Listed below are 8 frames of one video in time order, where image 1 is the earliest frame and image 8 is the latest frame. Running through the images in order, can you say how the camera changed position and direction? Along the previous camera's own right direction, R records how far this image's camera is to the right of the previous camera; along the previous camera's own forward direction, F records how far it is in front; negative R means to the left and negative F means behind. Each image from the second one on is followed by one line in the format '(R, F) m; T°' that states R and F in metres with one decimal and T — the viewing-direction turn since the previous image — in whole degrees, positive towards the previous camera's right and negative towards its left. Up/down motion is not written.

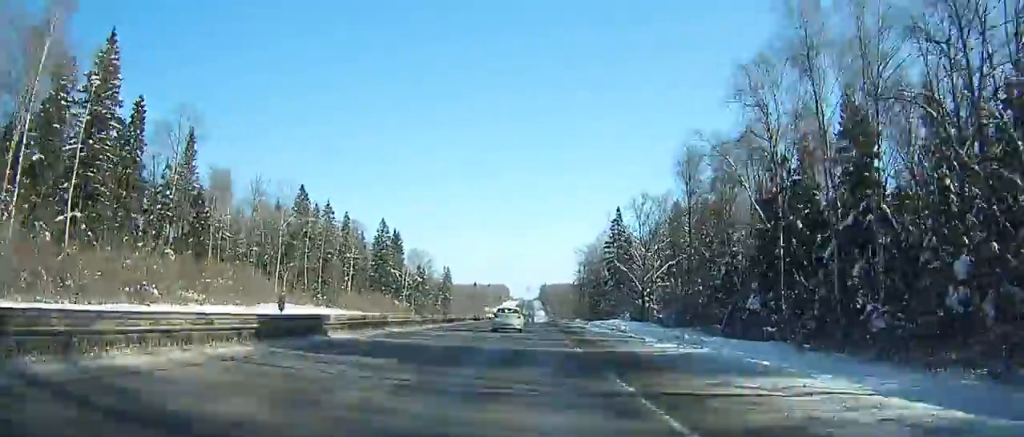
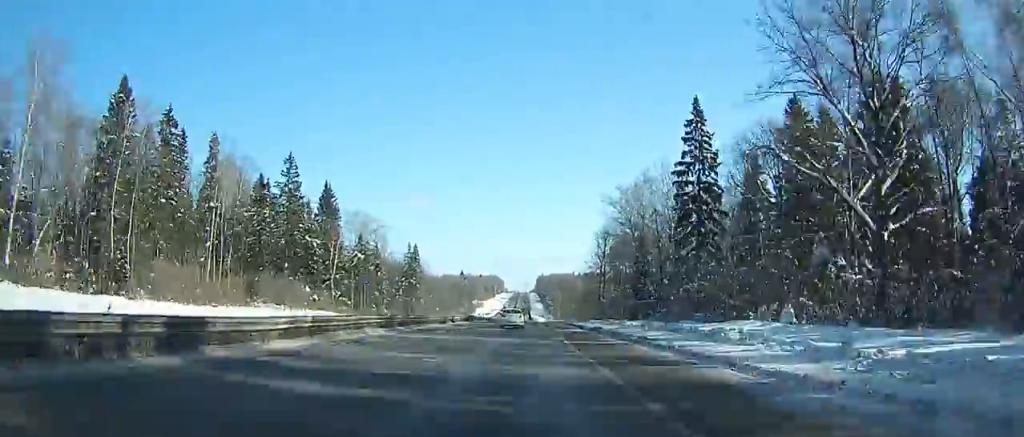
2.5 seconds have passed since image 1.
(-1.8, +73.8) m; -2°
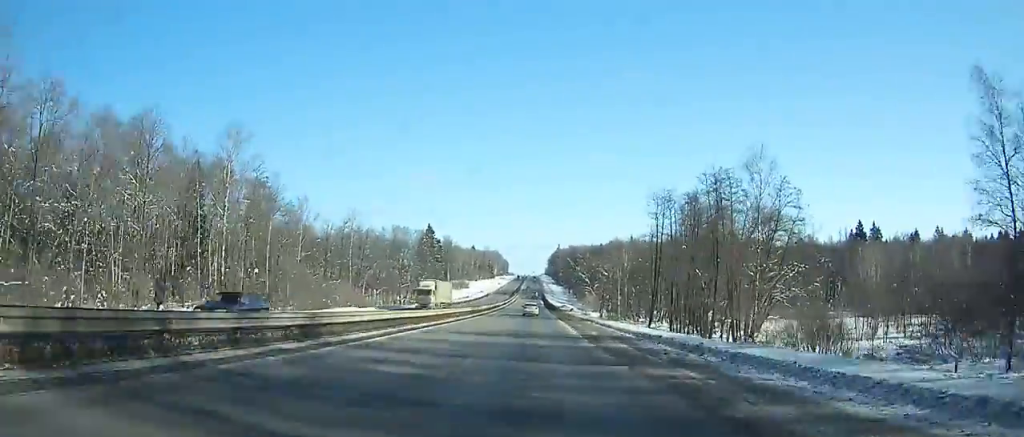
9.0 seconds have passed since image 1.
(-1.1, +181.7) m; -1°
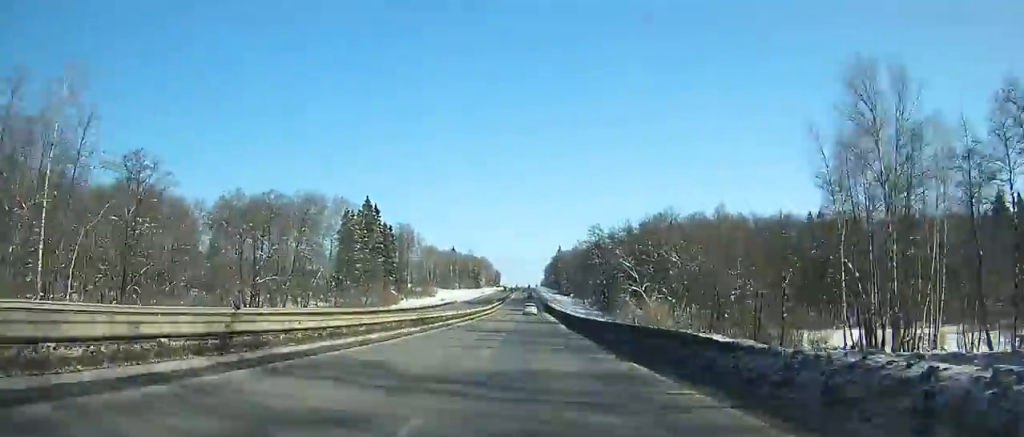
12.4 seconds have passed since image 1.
(-1.0, +90.8) m; 0°
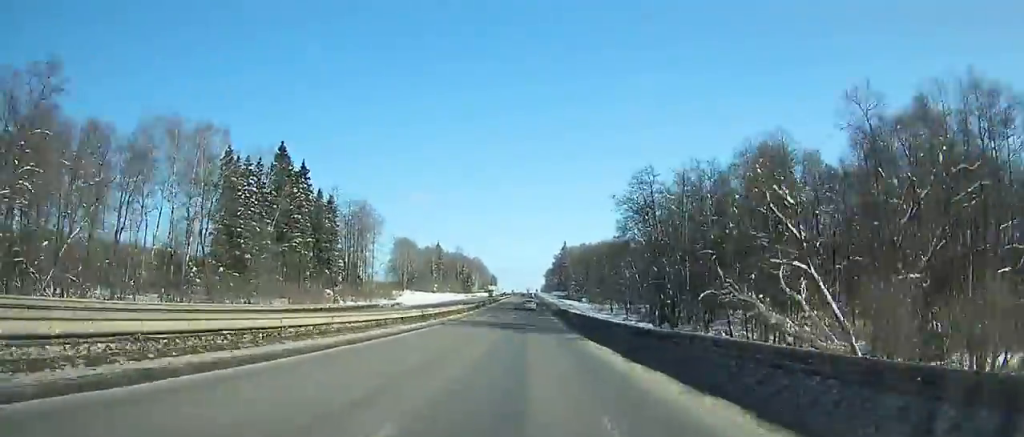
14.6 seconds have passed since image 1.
(+0.1, +58.9) m; +1°
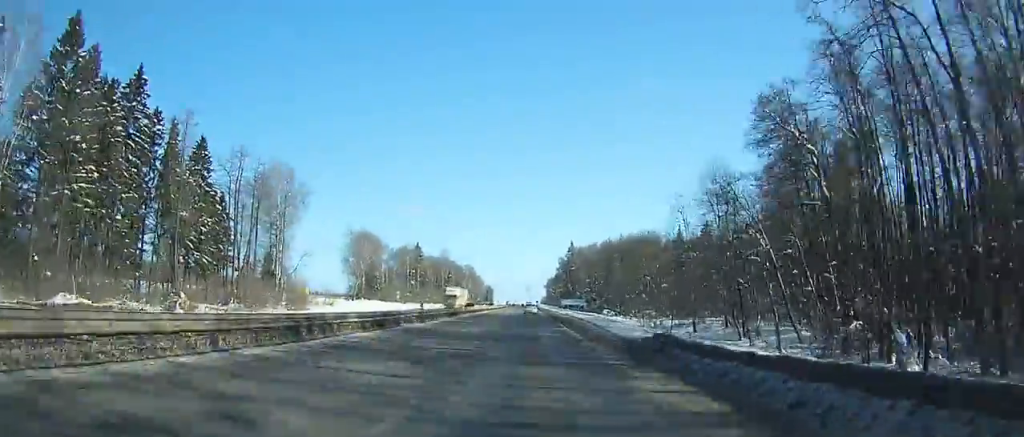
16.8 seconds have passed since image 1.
(+1.8, +59.9) m; +1°
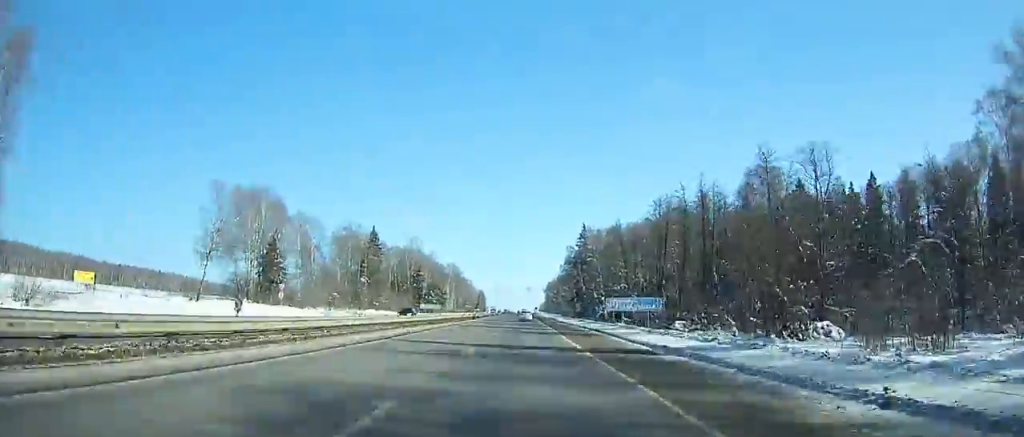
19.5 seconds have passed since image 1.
(-1.0, +72.8) m; -1°
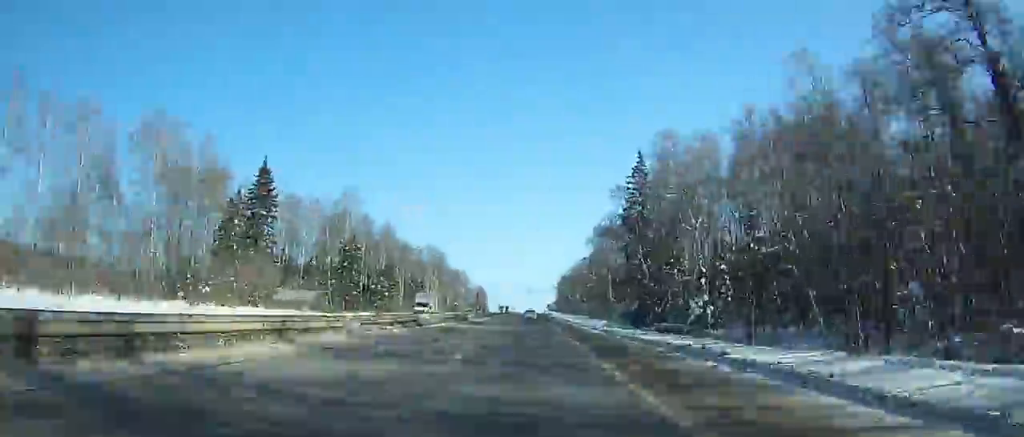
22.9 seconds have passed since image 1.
(-0.3, +89.8) m; 0°
